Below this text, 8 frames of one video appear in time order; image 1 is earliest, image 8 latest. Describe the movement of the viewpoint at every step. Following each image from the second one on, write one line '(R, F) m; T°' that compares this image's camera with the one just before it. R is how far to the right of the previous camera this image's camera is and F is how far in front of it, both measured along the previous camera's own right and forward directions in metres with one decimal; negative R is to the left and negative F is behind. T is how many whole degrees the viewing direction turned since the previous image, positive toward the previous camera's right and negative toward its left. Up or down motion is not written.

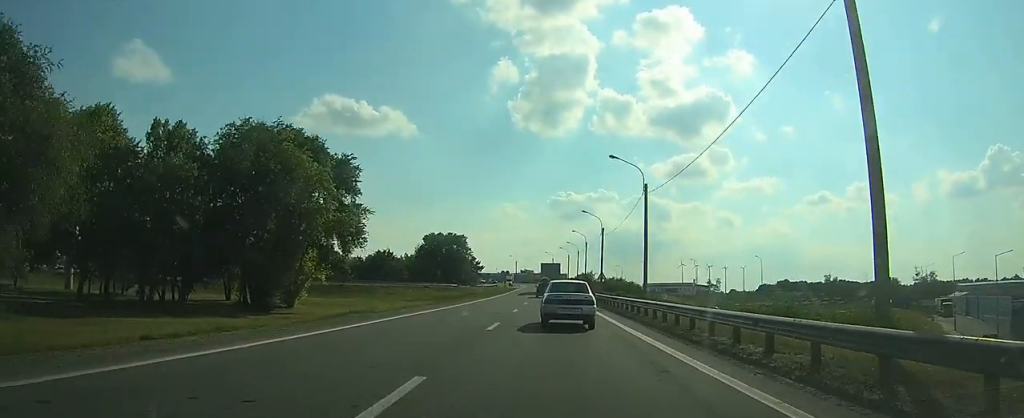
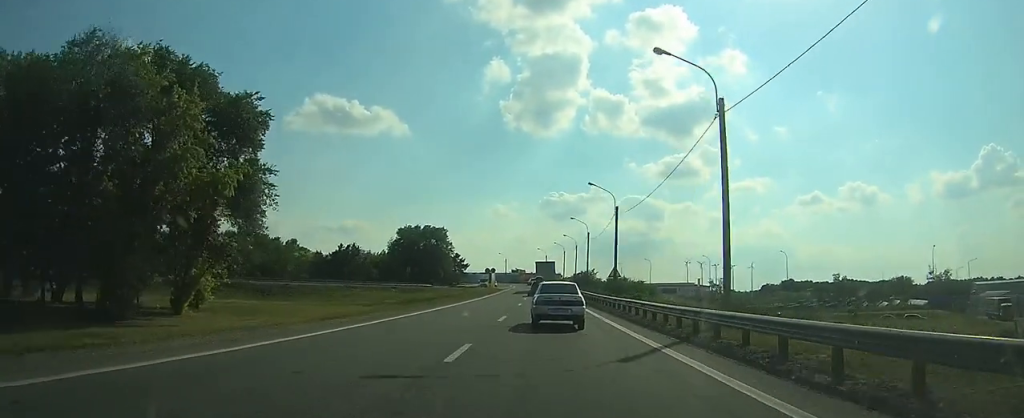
(+0.5, +18.1) m; +3°
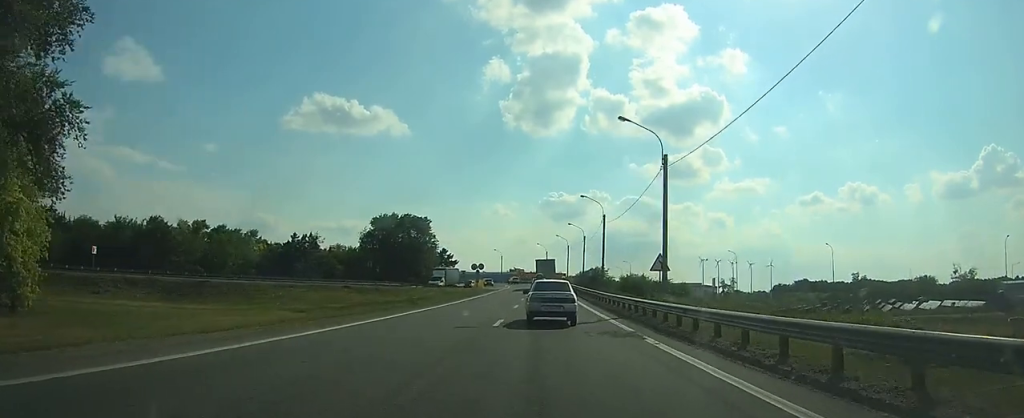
(+0.4, +19.2) m; +1°
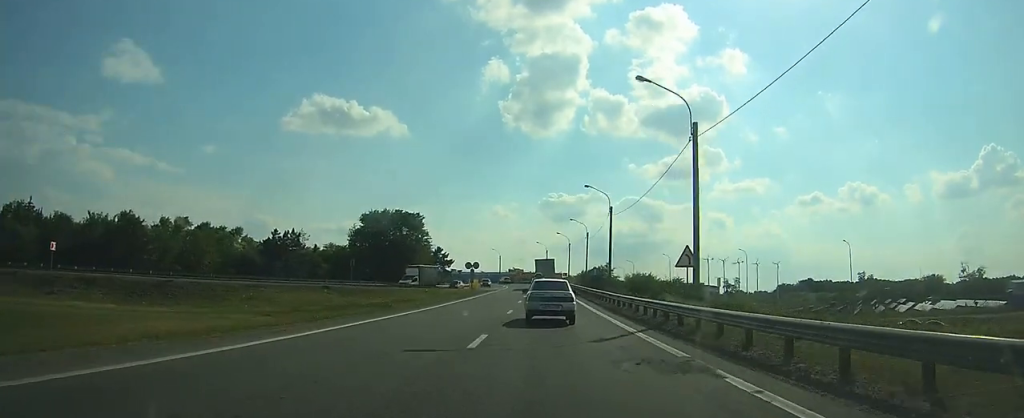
(0.0, +6.0) m; 0°
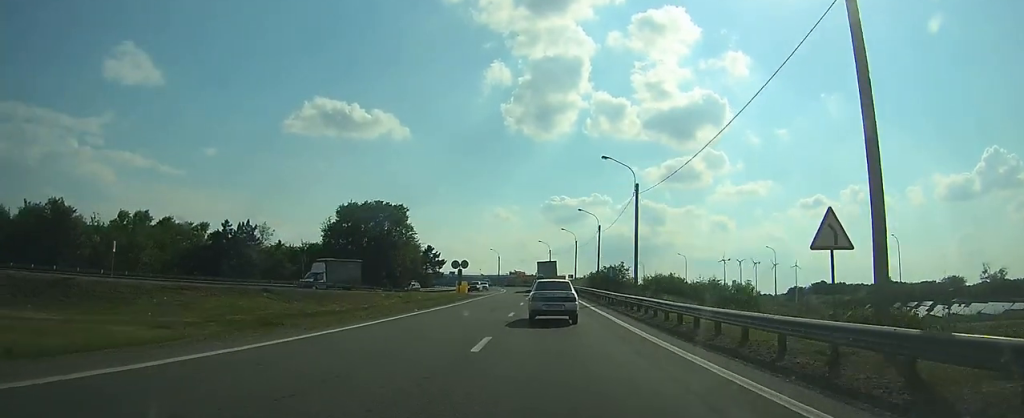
(-0.1, +13.0) m; +1°
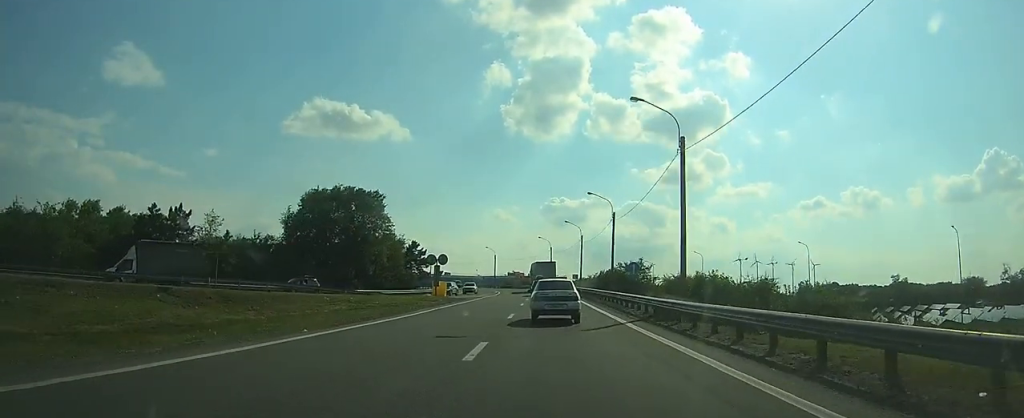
(+0.2, +13.1) m; +1°
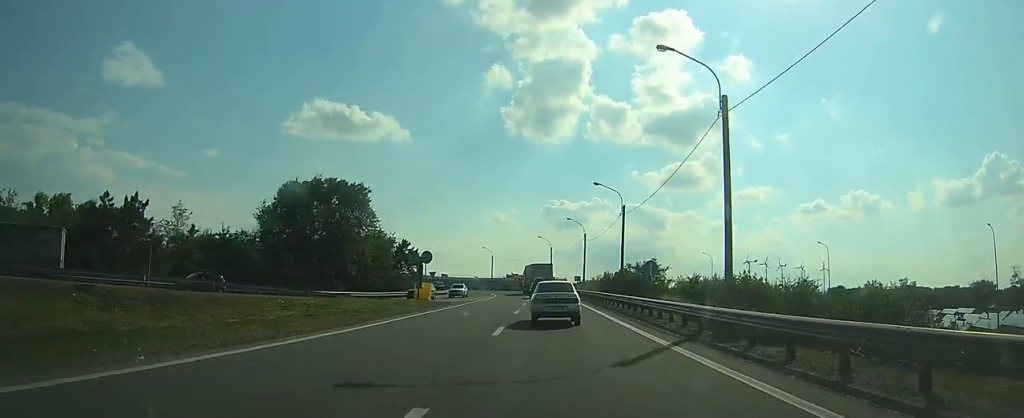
(0.0, +6.6) m; 0°
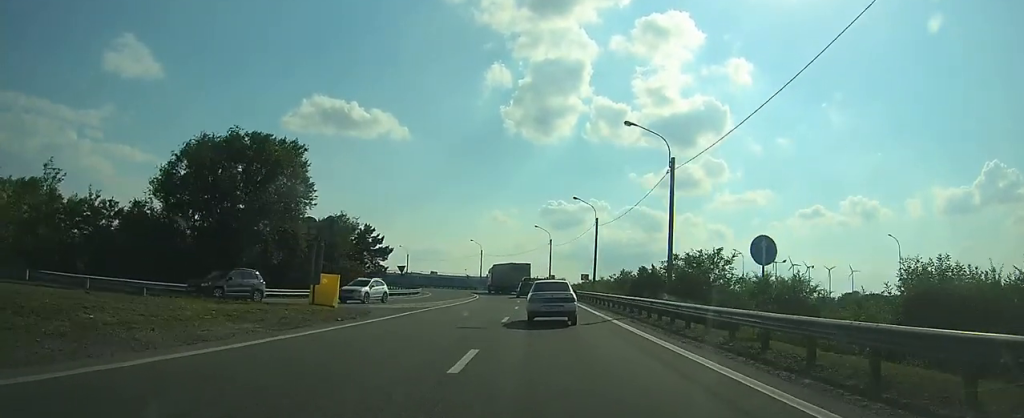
(0.0, +18.9) m; 0°
